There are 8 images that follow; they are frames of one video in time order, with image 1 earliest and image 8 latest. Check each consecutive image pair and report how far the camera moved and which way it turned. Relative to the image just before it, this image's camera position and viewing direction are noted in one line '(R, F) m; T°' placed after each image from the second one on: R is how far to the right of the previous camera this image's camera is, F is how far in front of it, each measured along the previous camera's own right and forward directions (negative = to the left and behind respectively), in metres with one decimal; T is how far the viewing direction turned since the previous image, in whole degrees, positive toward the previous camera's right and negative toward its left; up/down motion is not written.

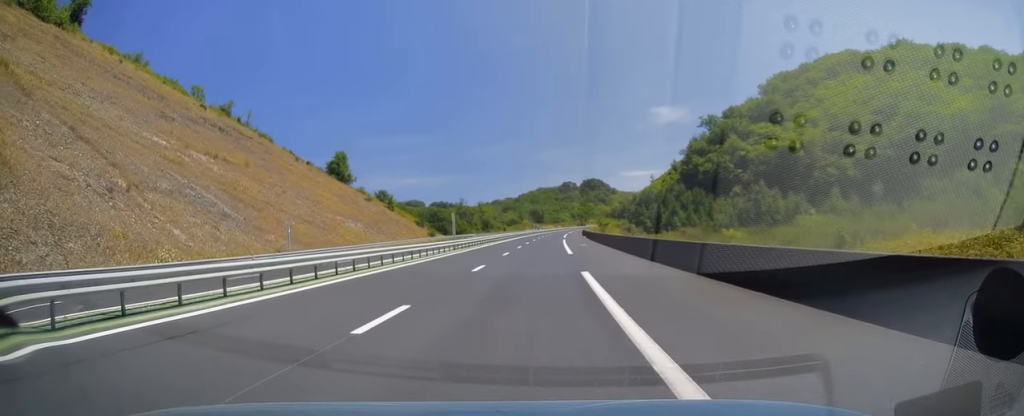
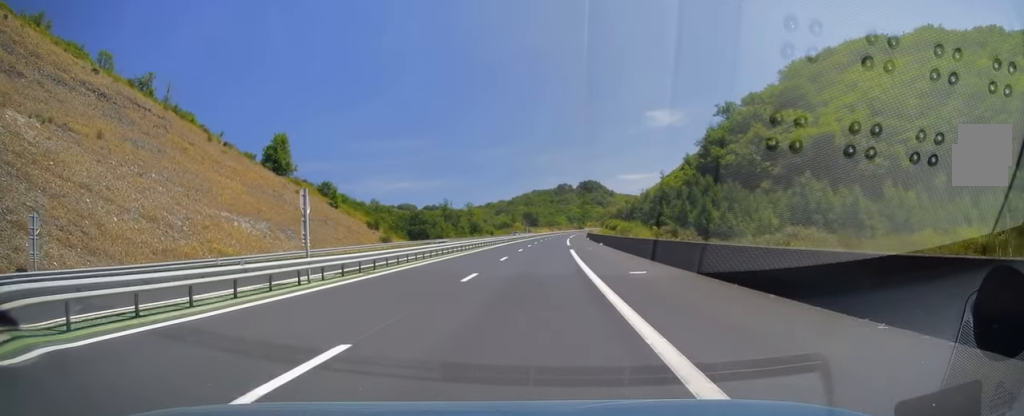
(+0.1, +29.6) m; 0°
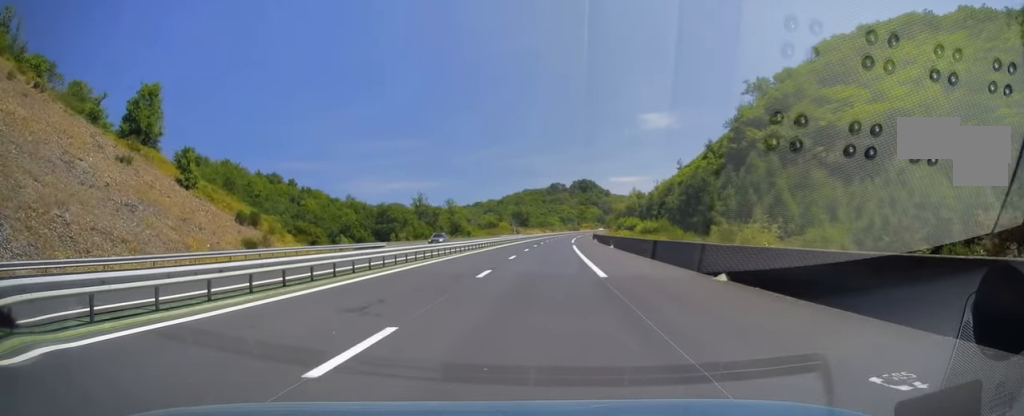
(+0.4, +37.3) m; +1°
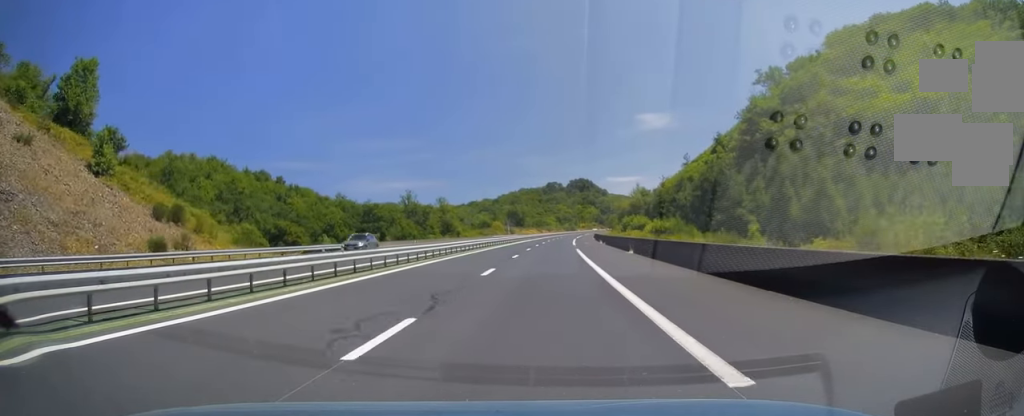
(+0.2, +12.1) m; 0°
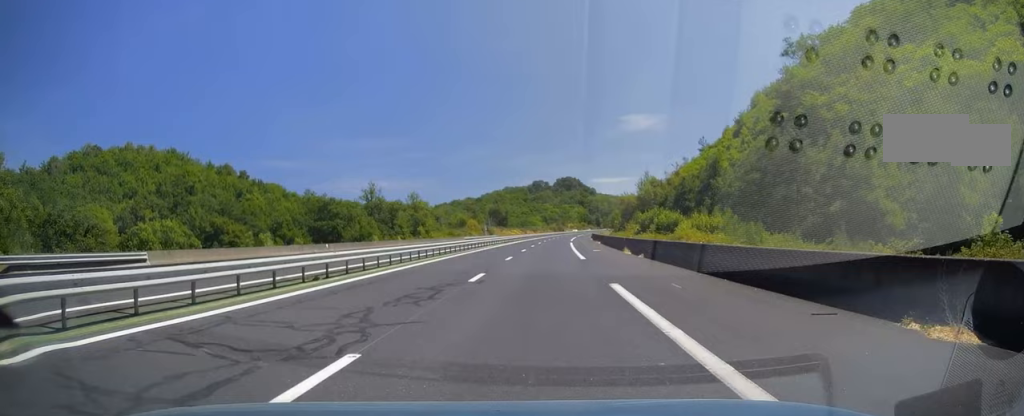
(-0.4, +28.5) m; +1°
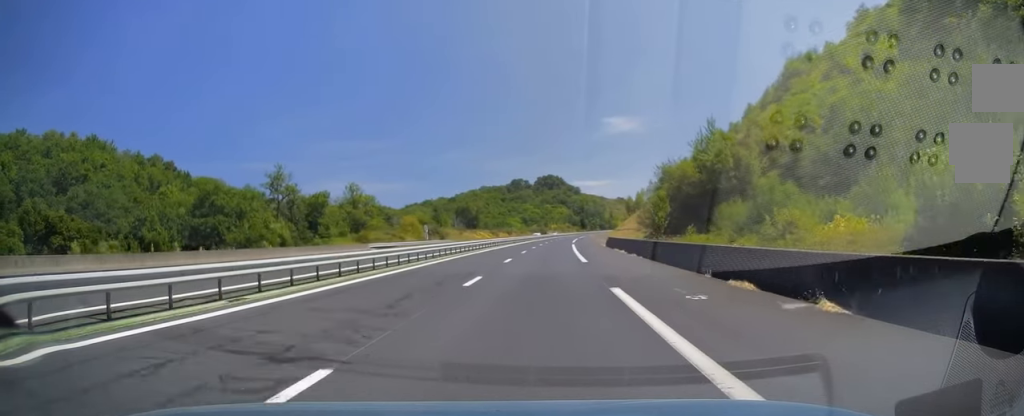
(+1.5, +52.2) m; +2°
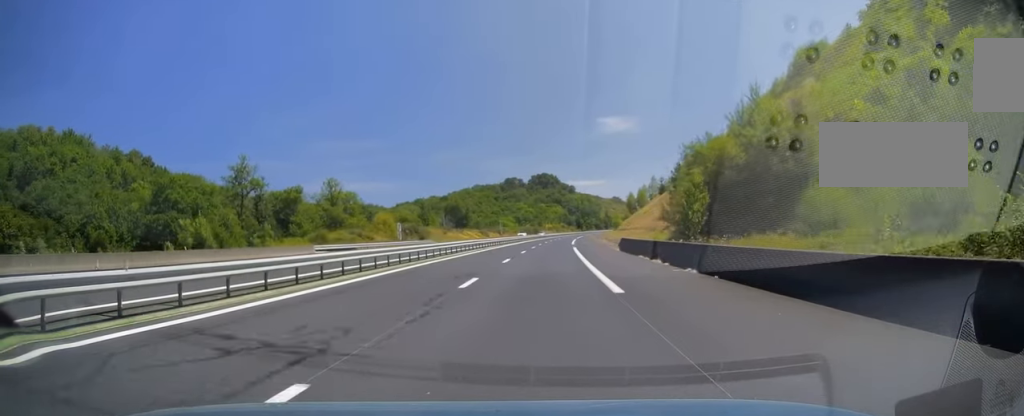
(0.0, +13.6) m; 0°
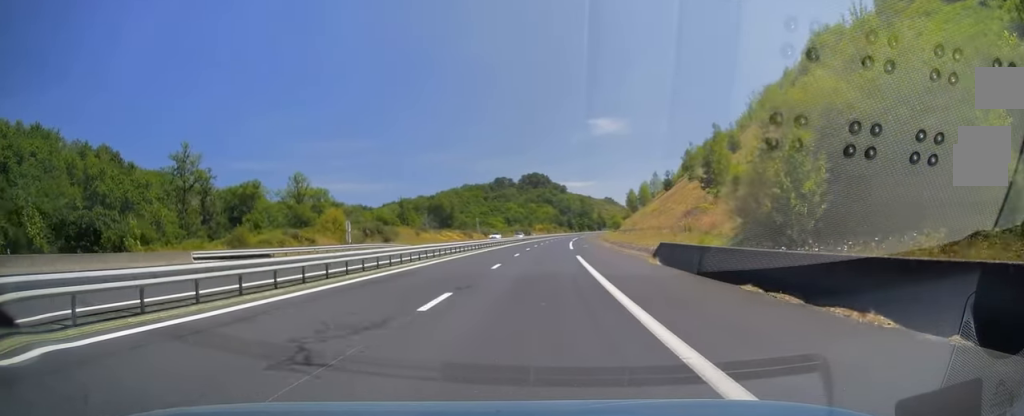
(0.0, +17.0) m; +1°
